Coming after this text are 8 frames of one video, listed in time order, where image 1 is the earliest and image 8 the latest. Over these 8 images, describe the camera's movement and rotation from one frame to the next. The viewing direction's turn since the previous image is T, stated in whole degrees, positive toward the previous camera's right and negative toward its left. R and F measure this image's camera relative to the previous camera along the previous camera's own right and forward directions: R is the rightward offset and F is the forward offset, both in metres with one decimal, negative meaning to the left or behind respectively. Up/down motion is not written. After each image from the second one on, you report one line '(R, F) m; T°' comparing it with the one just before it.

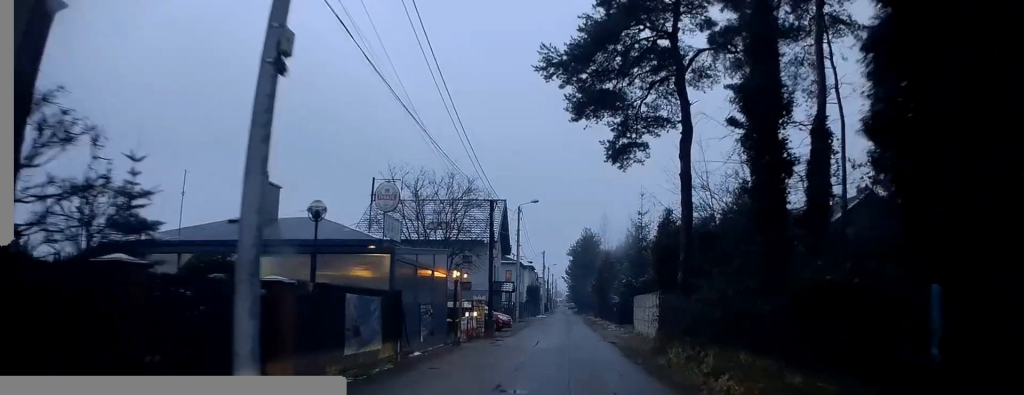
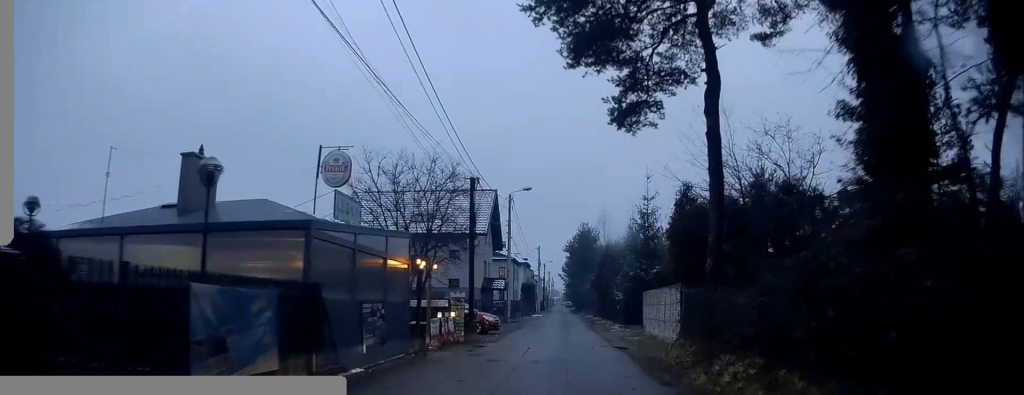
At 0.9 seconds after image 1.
(0.0, +4.2) m; +1°
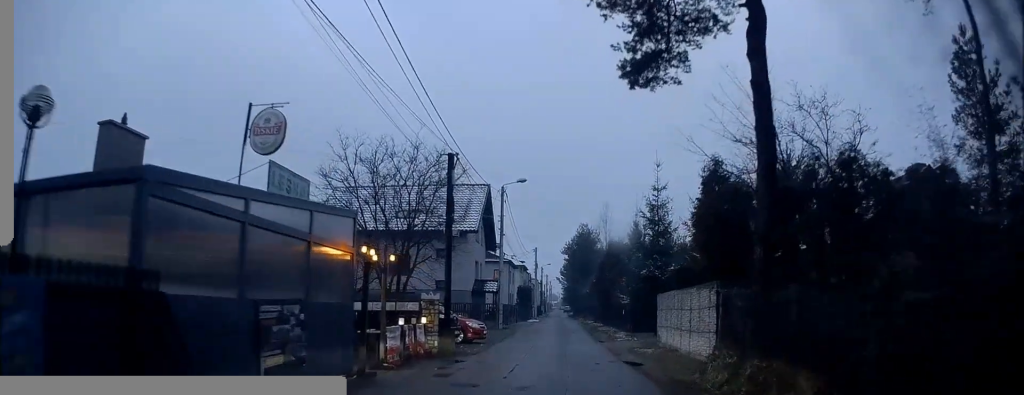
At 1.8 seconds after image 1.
(0.0, +4.0) m; +3°
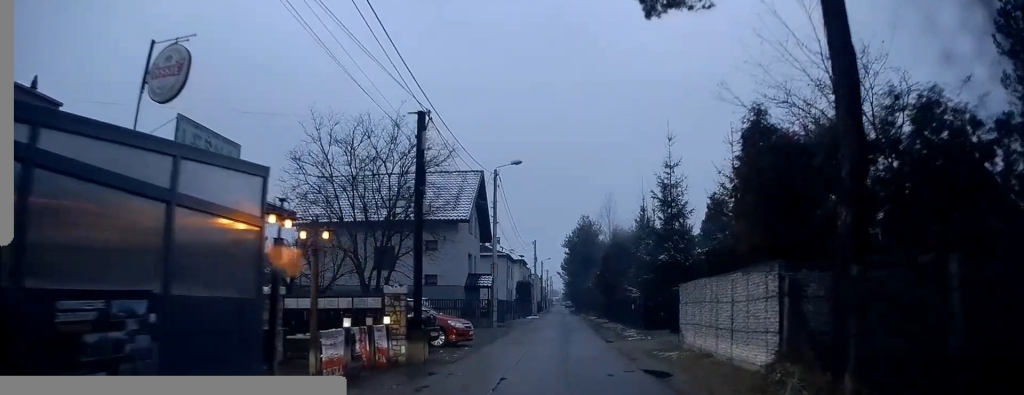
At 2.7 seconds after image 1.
(+0.1, +3.6) m; +5°
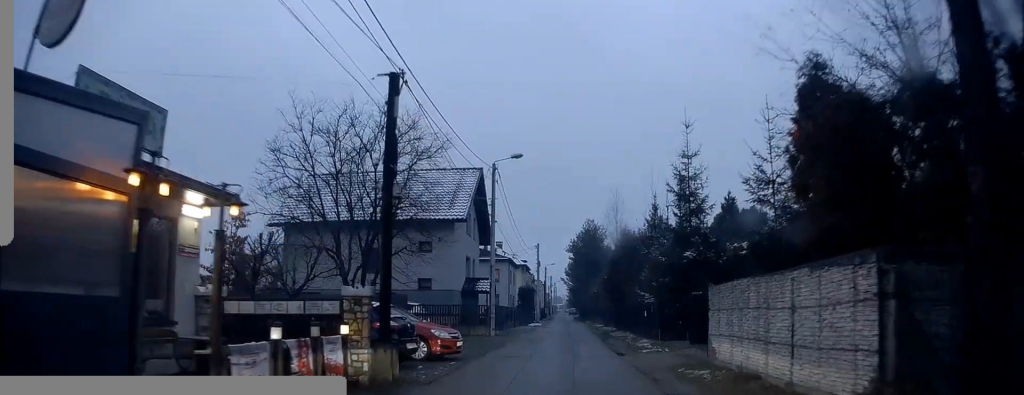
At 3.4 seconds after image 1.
(+0.3, +2.8) m; +1°
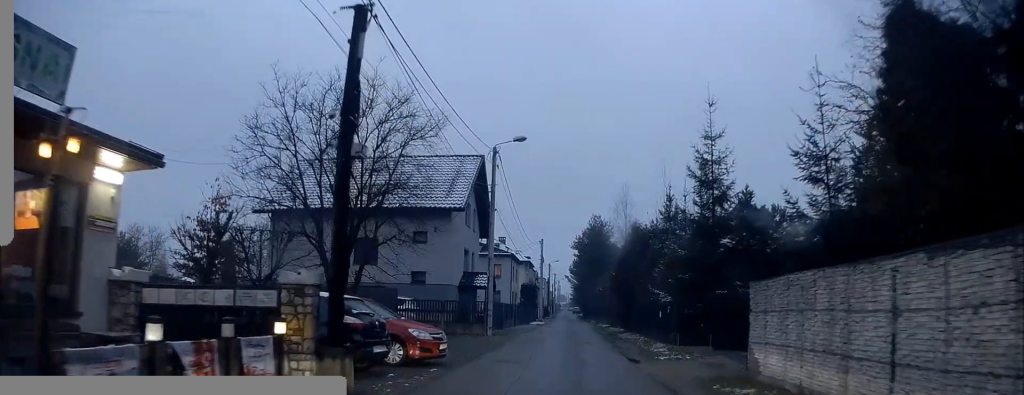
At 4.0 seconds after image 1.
(-0.2, +2.5) m; -3°
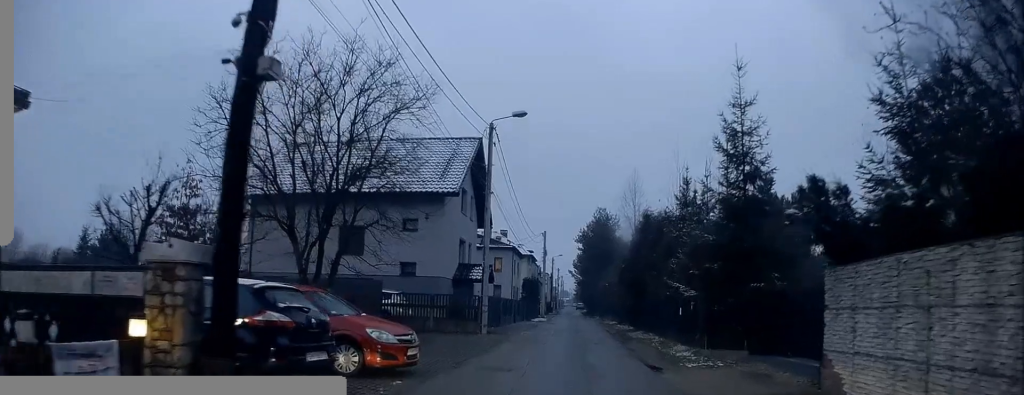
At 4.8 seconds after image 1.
(-0.1, +2.9) m; -2°
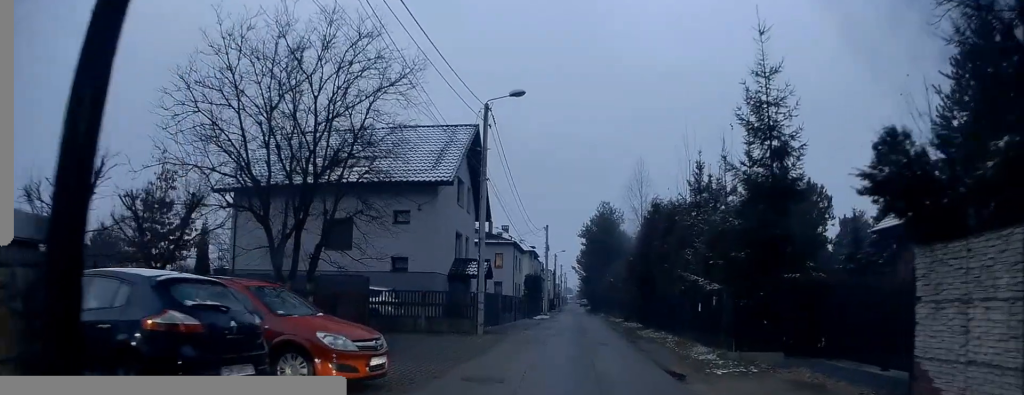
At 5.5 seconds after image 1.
(0.0, +2.2) m; +1°
